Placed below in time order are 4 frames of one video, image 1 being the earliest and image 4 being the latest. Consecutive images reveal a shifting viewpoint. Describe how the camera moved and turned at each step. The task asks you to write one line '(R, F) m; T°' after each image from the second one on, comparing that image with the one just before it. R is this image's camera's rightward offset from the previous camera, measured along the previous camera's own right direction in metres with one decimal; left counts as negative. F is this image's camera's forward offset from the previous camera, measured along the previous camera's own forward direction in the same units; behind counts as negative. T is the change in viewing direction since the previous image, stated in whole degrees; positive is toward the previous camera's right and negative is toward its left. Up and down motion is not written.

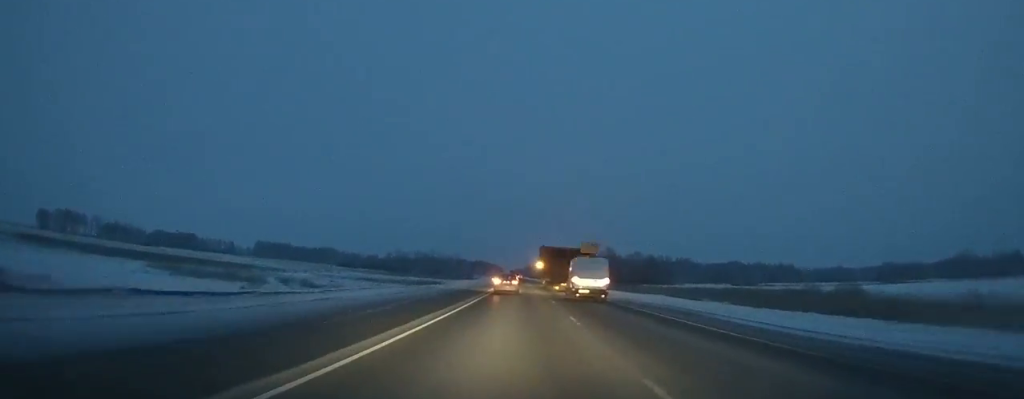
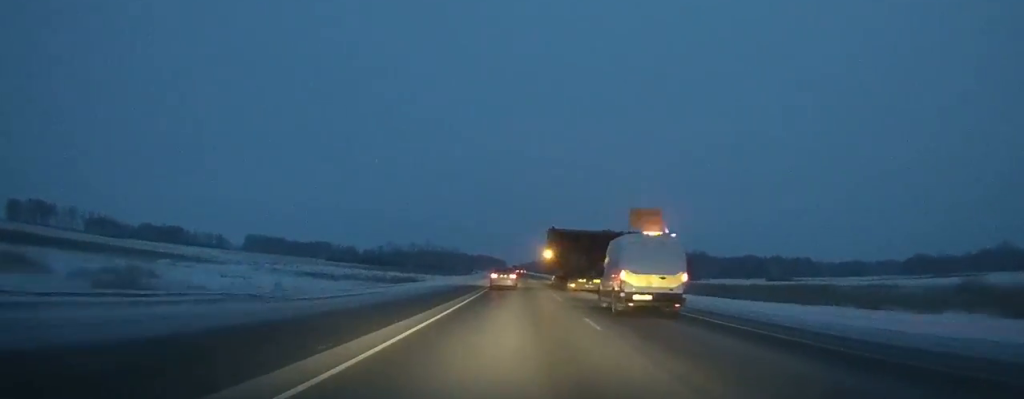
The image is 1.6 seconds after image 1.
(0.0, +37.1) m; 0°
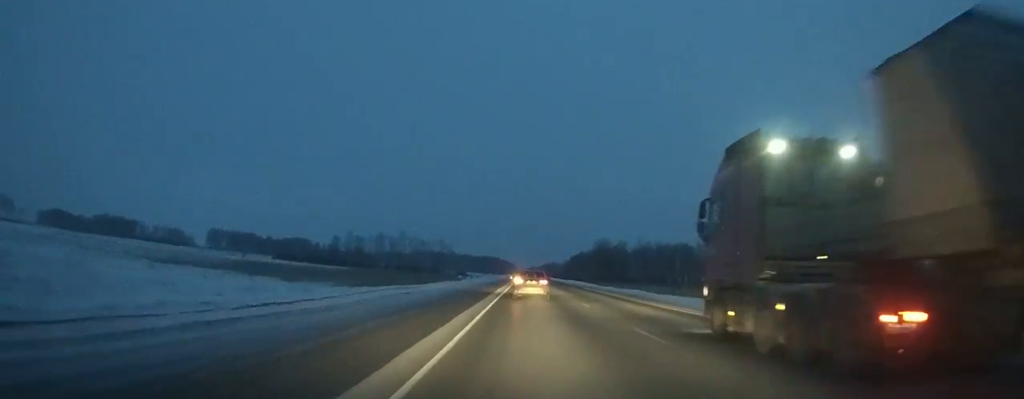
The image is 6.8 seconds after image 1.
(-0.7, +124.0) m; 0°
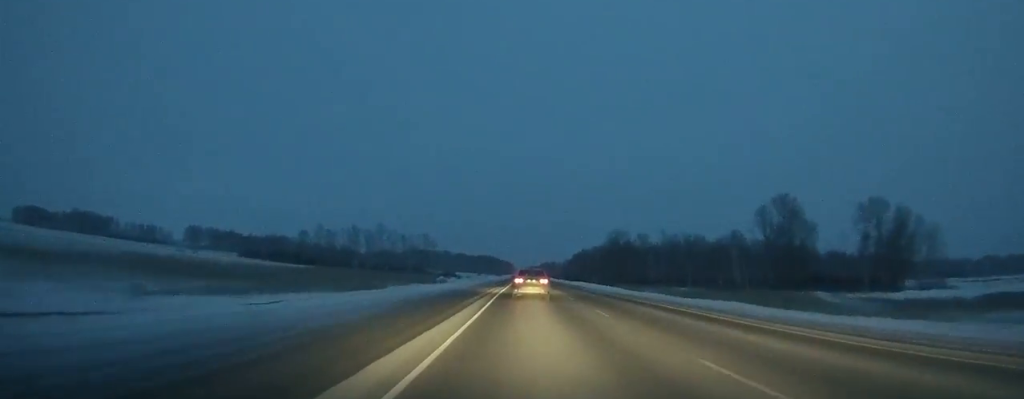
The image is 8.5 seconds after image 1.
(+0.1, +41.1) m; +1°
